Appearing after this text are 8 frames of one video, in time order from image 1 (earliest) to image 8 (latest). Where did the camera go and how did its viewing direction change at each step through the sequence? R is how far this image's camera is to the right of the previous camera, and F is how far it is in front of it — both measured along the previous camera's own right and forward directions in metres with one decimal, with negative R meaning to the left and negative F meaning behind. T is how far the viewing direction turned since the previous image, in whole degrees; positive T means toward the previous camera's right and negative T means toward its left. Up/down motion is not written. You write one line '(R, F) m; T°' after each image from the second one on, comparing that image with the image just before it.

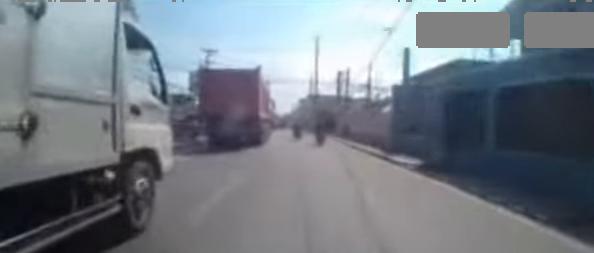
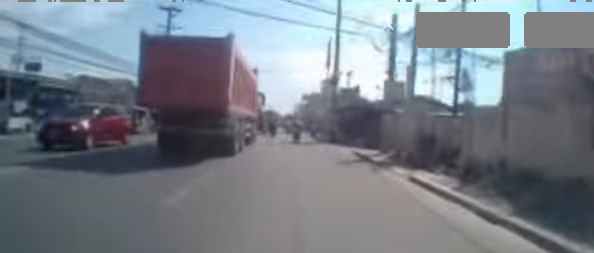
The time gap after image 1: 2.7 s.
(+0.1, +17.9) m; -3°
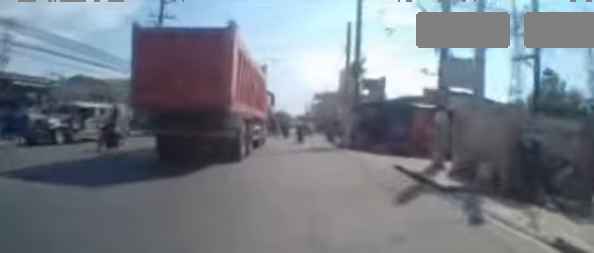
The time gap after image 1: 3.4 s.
(+0.1, +4.4) m; +3°
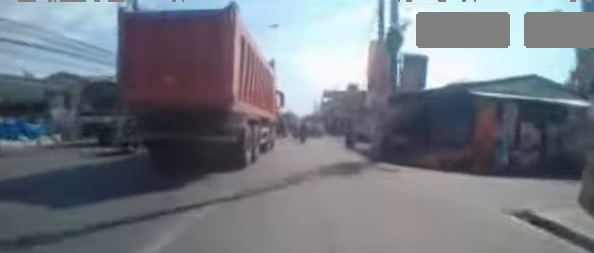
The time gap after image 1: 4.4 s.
(+0.2, +6.0) m; 0°
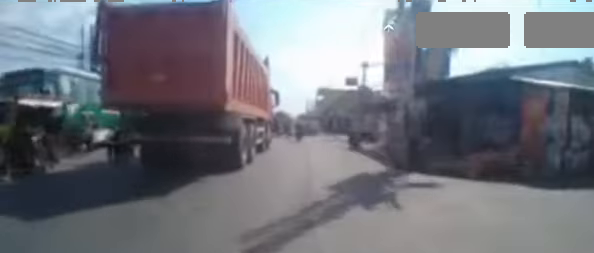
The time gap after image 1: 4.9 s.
(-0.1, +3.2) m; -1°
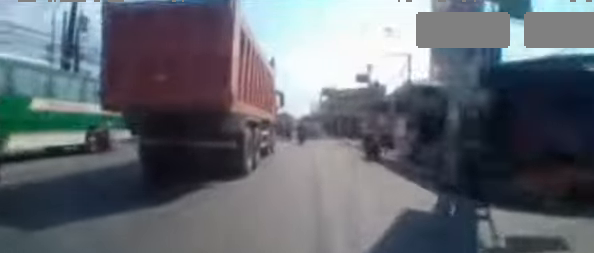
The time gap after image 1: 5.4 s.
(-0.1, +3.0) m; -1°
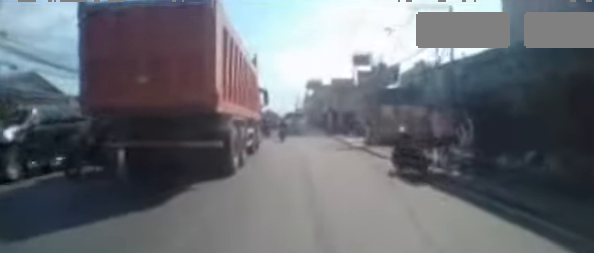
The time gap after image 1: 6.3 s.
(0.0, +5.3) m; +1°
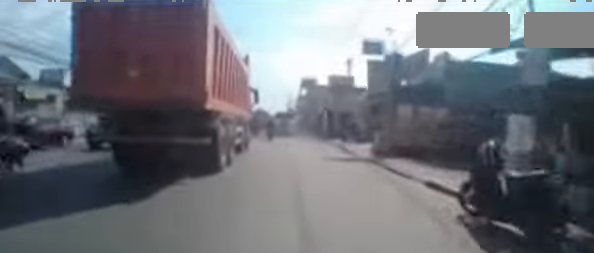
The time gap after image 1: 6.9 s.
(+0.1, +3.7) m; +1°
